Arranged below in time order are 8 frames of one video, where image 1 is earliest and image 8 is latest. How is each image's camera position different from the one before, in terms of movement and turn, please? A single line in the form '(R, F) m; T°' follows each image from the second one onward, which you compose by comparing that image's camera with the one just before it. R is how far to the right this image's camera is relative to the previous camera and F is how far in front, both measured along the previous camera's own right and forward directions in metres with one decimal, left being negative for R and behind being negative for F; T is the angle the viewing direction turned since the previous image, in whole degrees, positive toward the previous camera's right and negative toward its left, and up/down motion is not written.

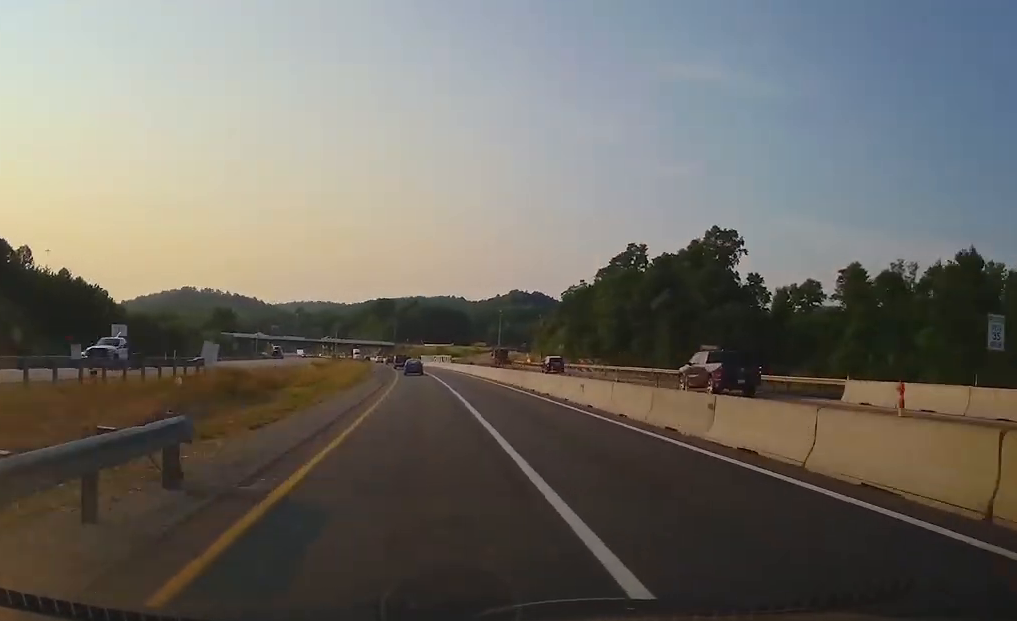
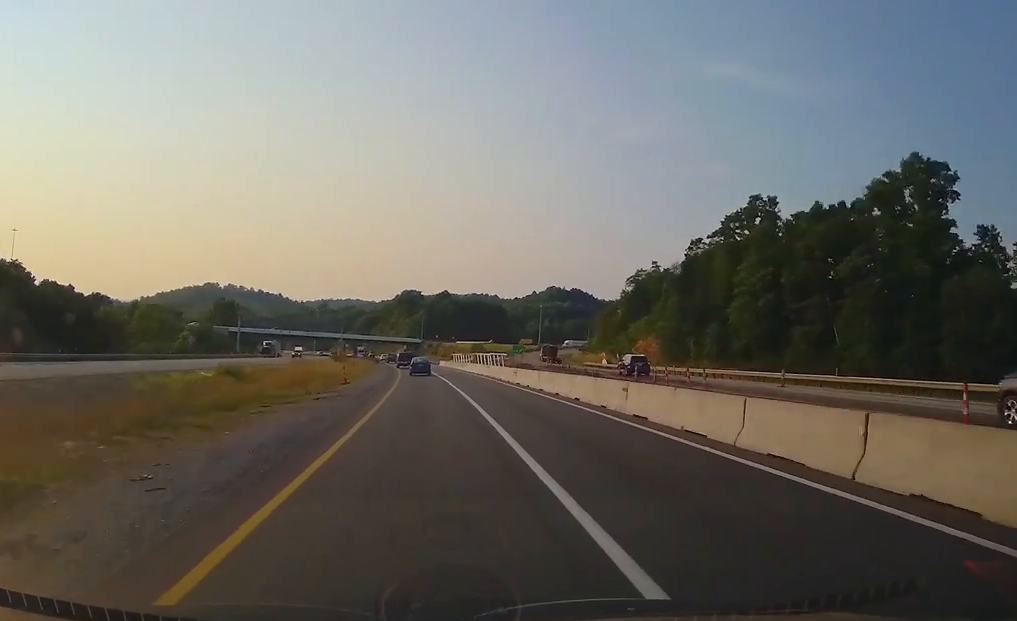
(-0.2, +62.0) m; -2°
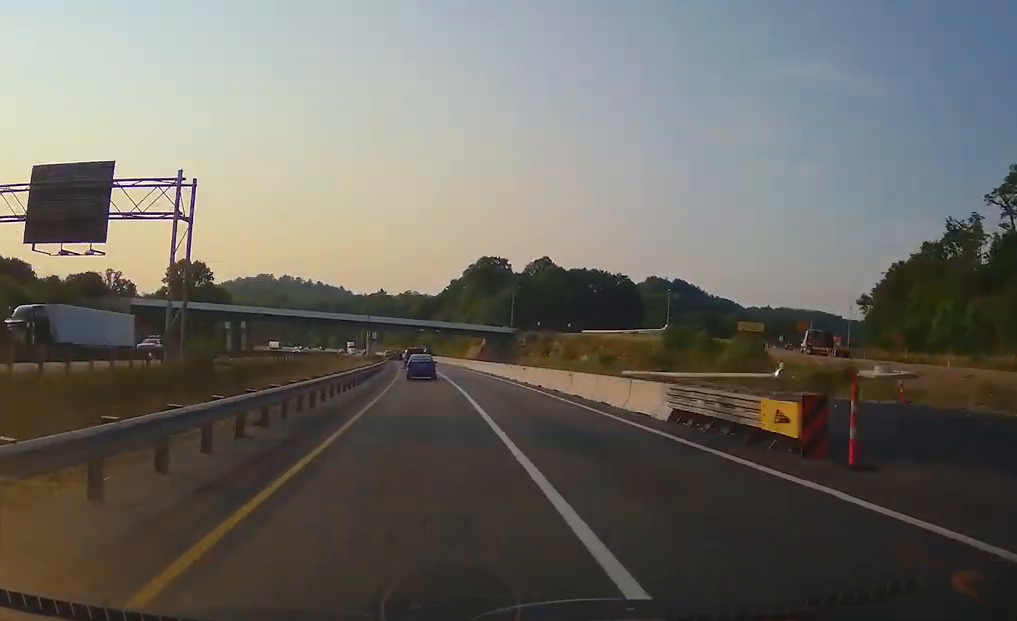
(-6.0, +105.9) m; -7°
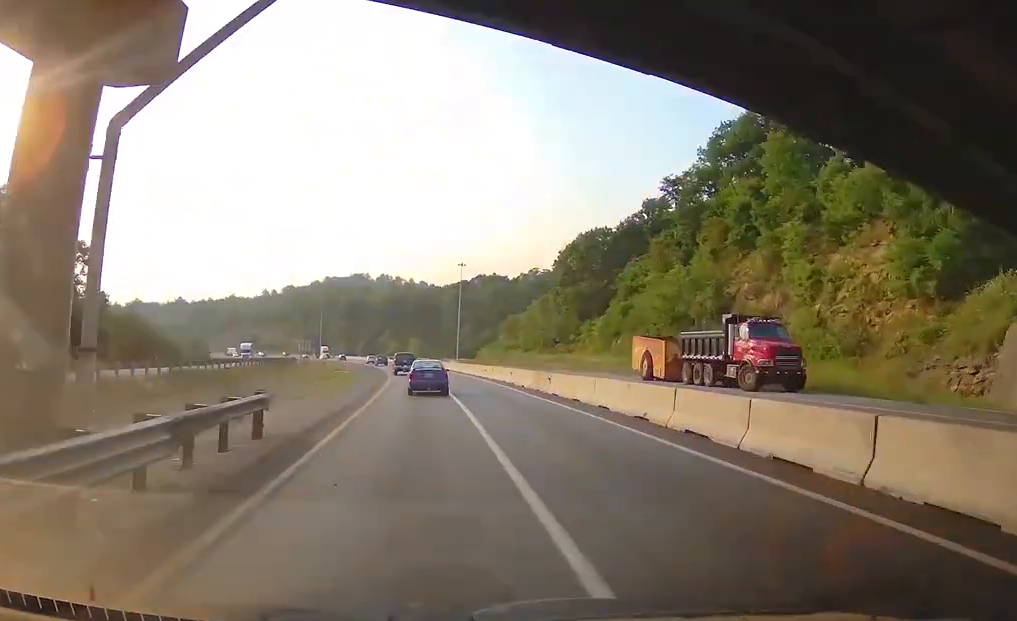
(-12.4, +150.9) m; -11°
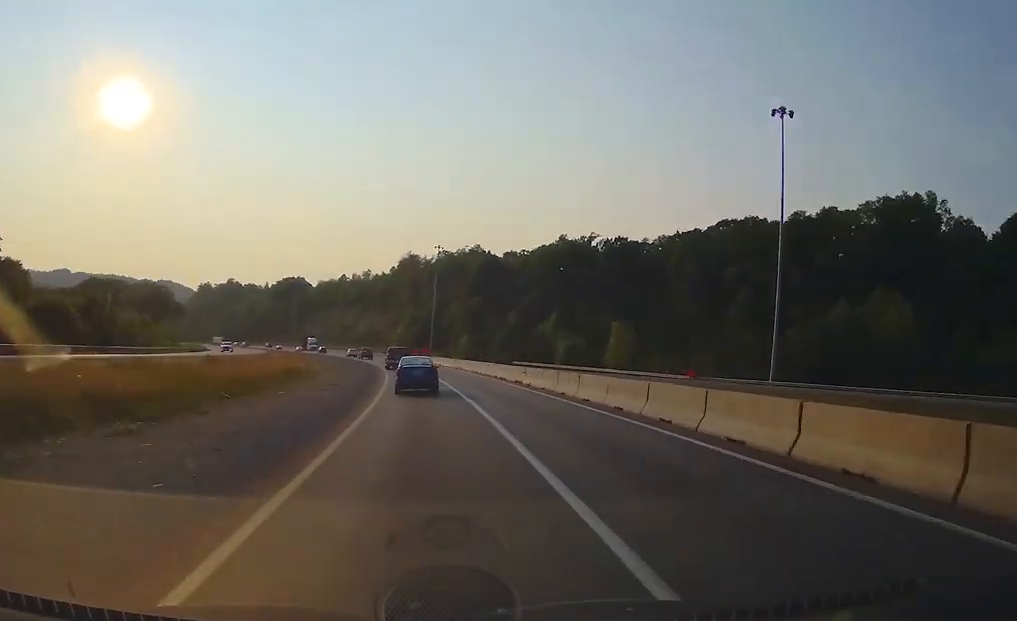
(-17.9, +148.6) m; -14°
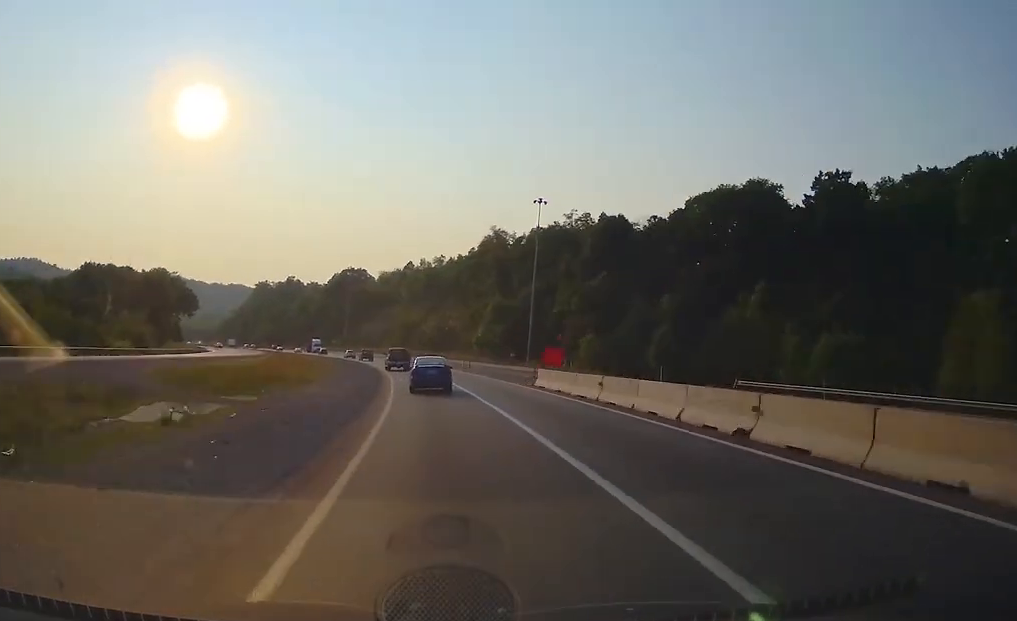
(-1.9, +71.3) m; -7°
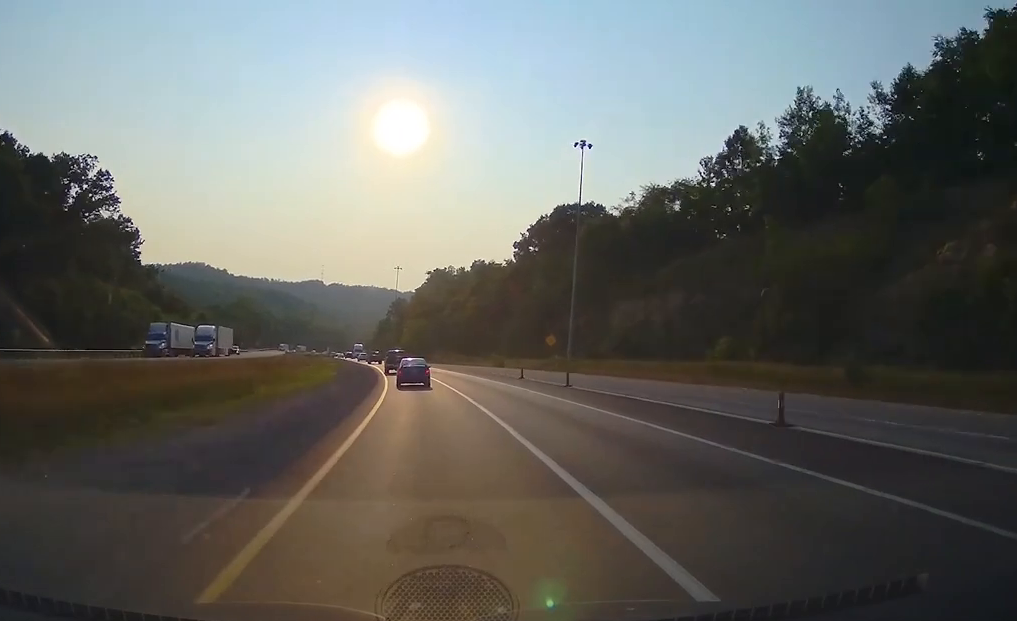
(-32.2, +202.3) m; -15°
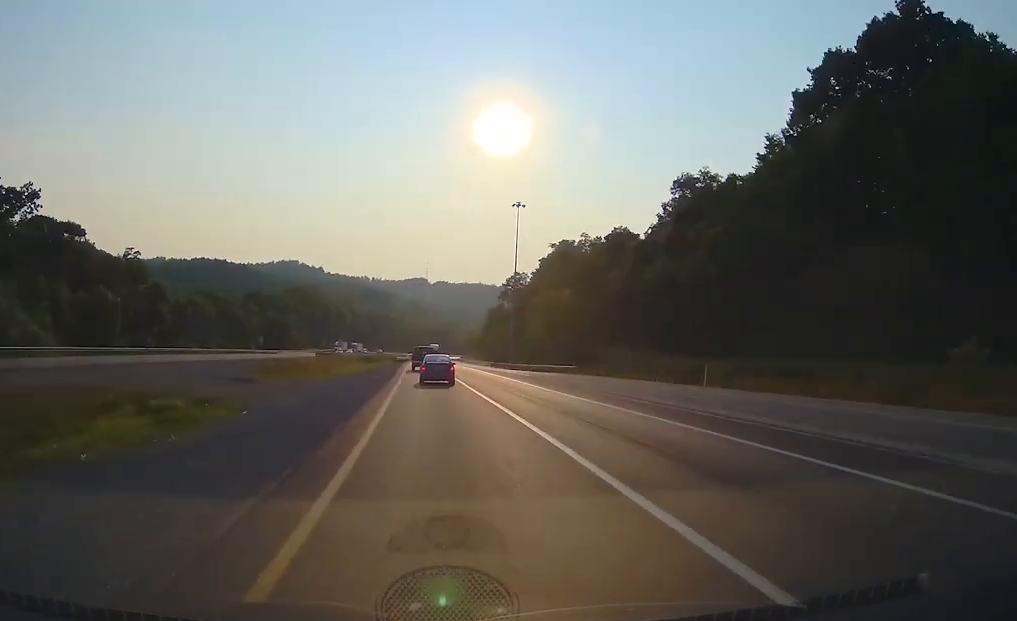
(-8.9, +140.1) m; -4°
